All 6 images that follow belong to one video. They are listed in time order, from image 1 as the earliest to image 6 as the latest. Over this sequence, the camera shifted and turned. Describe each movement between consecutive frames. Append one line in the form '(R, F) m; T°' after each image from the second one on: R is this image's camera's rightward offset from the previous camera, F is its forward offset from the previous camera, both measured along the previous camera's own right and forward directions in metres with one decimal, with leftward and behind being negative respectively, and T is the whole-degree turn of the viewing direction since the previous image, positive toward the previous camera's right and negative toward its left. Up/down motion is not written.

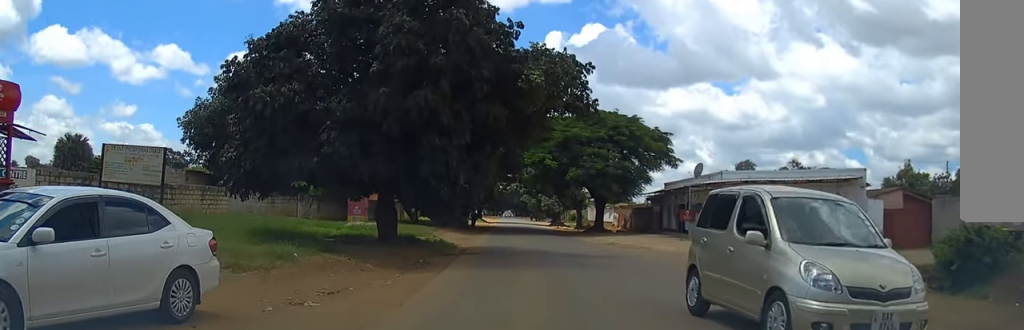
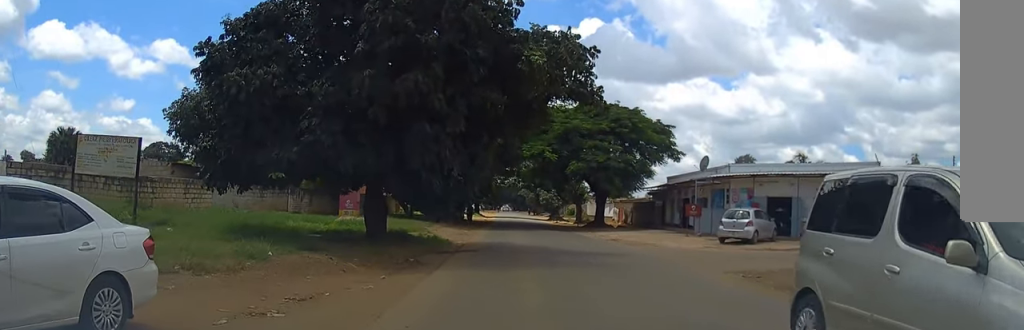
(0.0, +1.4) m; +1°
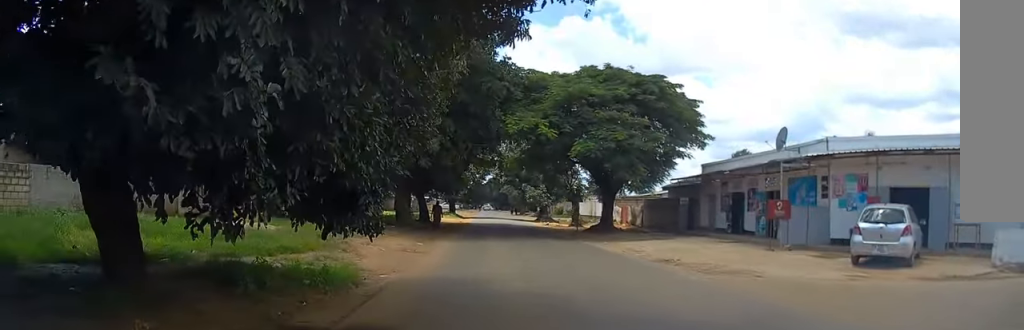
(+0.3, +12.4) m; +2°
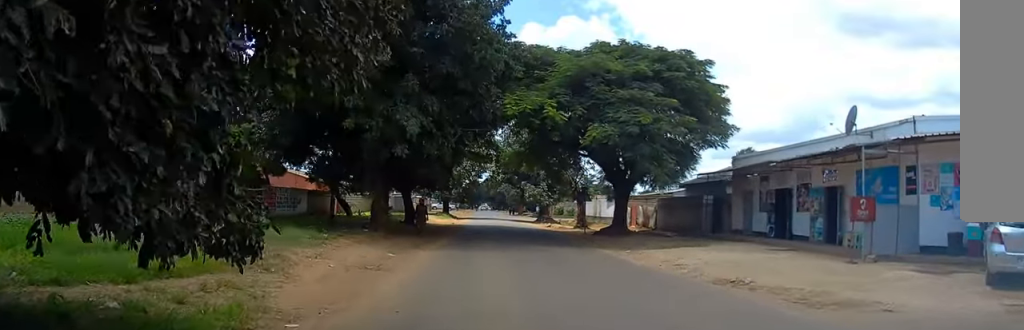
(+0.1, +5.4) m; -1°
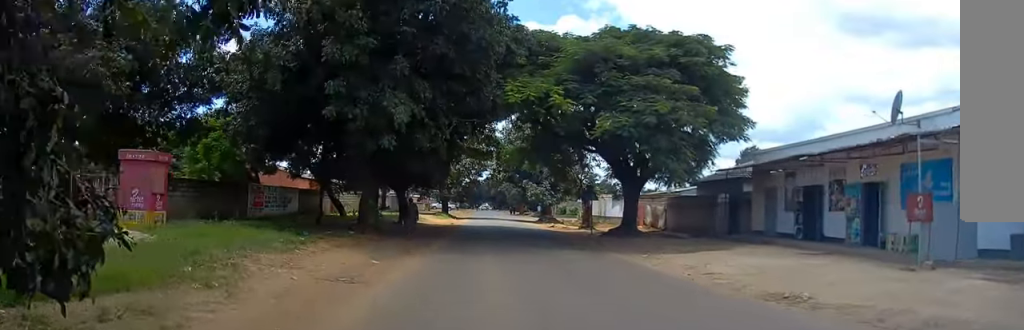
(0.0, +2.5) m; -1°
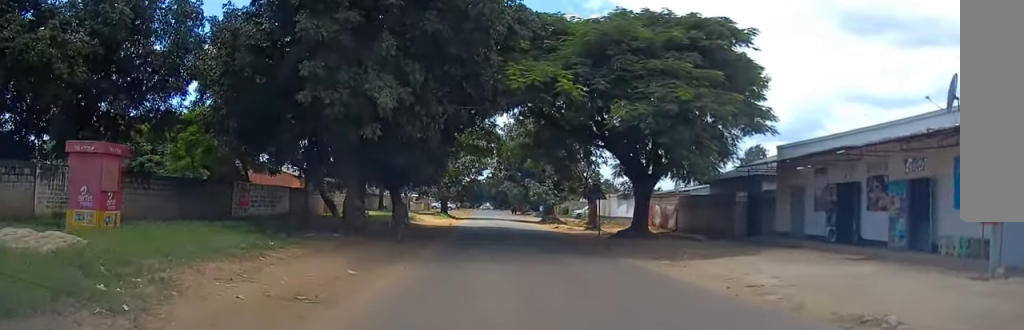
(-0.1, +2.5) m; -1°
